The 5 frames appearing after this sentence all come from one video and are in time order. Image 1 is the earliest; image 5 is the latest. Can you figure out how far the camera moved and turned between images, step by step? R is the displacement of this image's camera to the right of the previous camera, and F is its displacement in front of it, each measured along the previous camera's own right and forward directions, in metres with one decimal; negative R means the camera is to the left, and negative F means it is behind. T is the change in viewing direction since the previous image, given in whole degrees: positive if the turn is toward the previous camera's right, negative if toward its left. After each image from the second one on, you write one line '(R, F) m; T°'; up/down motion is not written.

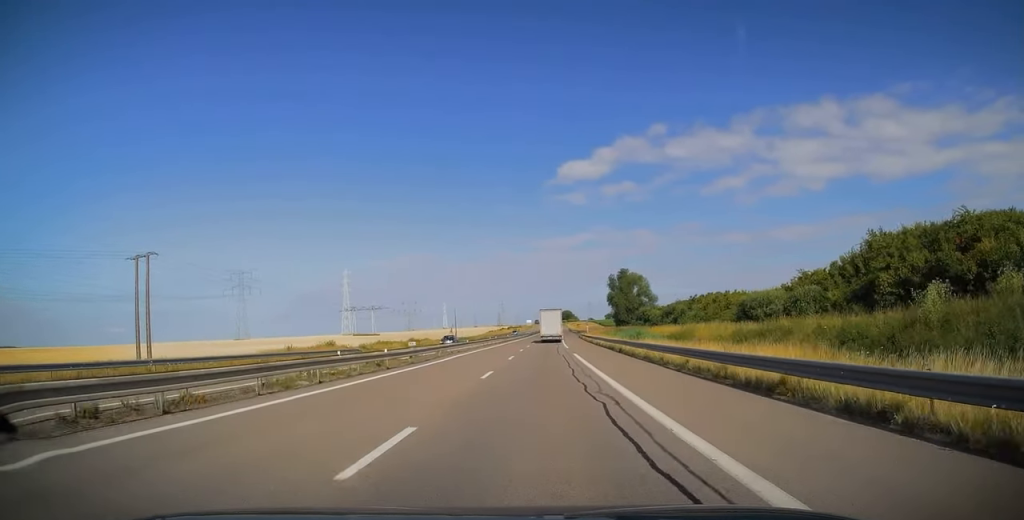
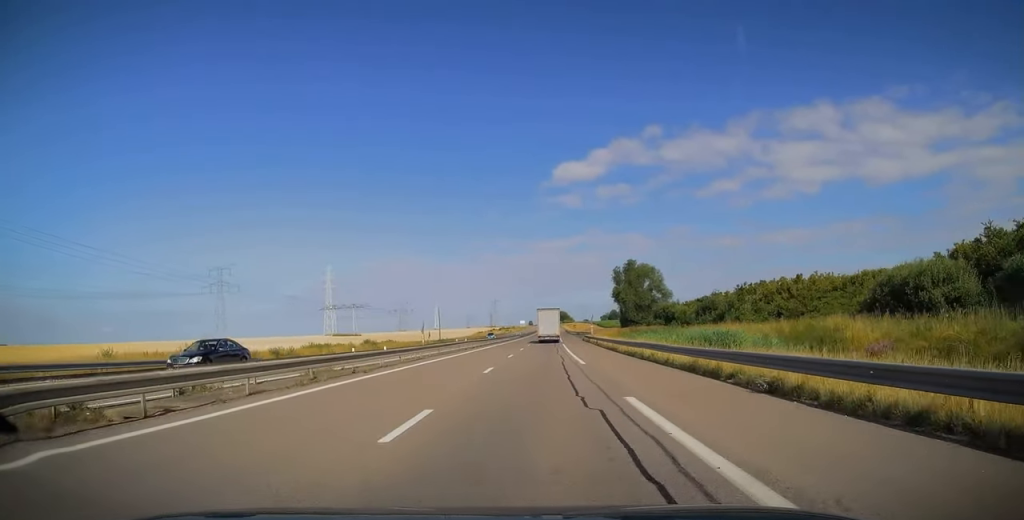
(+0.3, +24.6) m; +1°
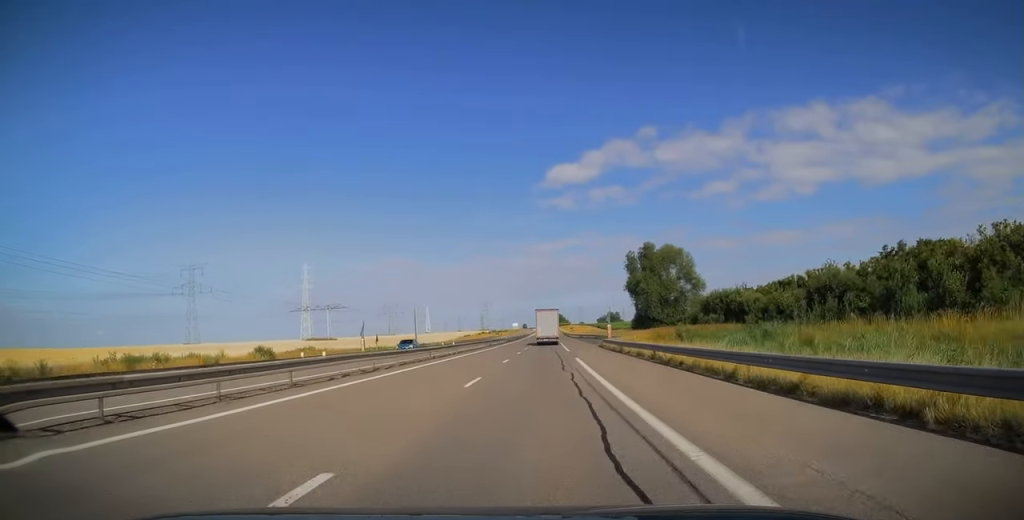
(0.0, +31.7) m; 0°
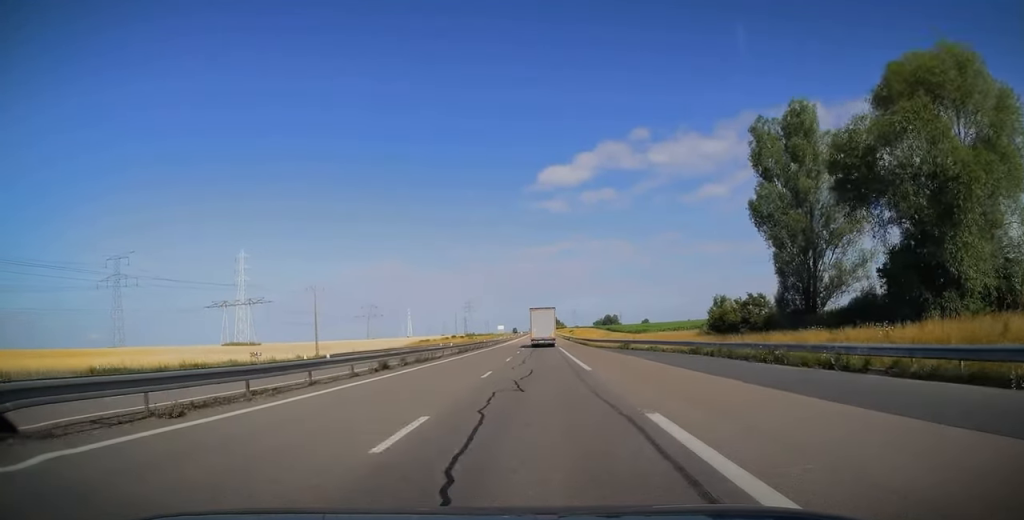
(-0.1, +74.8) m; 0°
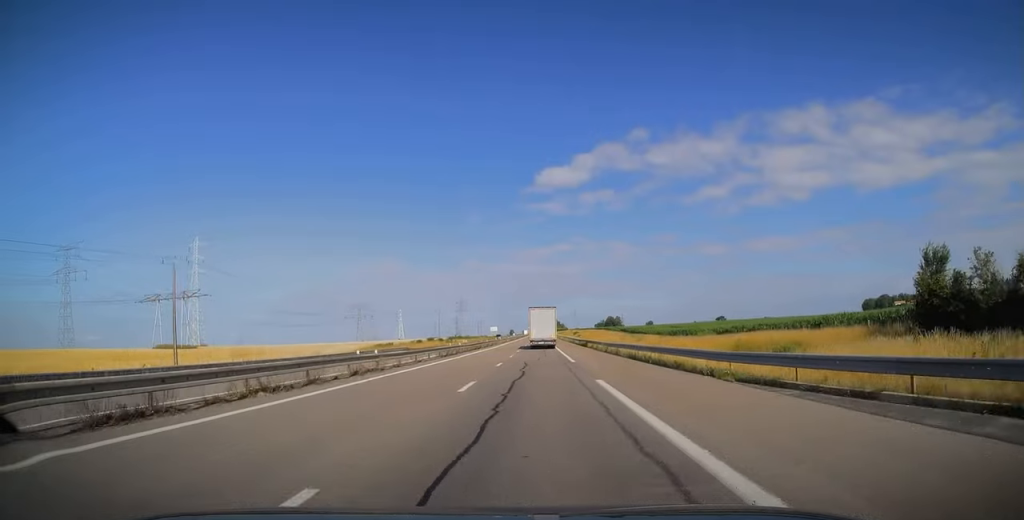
(+0.2, +43.8) m; 0°
